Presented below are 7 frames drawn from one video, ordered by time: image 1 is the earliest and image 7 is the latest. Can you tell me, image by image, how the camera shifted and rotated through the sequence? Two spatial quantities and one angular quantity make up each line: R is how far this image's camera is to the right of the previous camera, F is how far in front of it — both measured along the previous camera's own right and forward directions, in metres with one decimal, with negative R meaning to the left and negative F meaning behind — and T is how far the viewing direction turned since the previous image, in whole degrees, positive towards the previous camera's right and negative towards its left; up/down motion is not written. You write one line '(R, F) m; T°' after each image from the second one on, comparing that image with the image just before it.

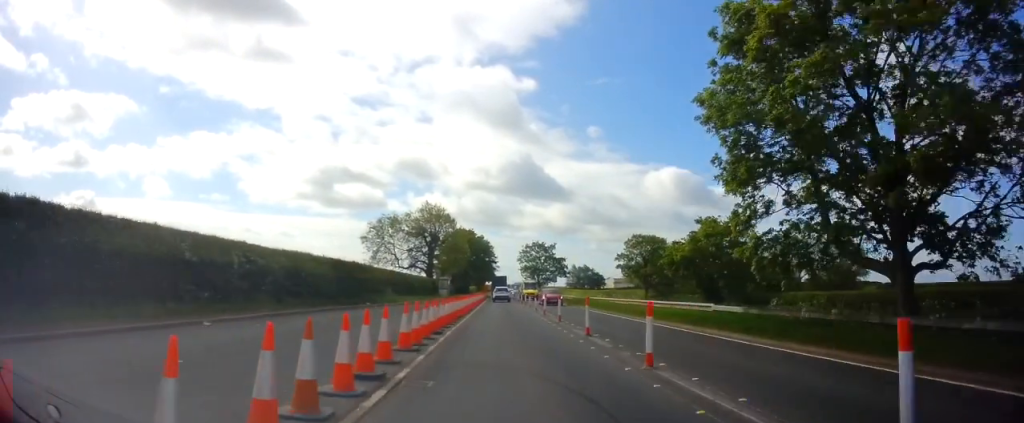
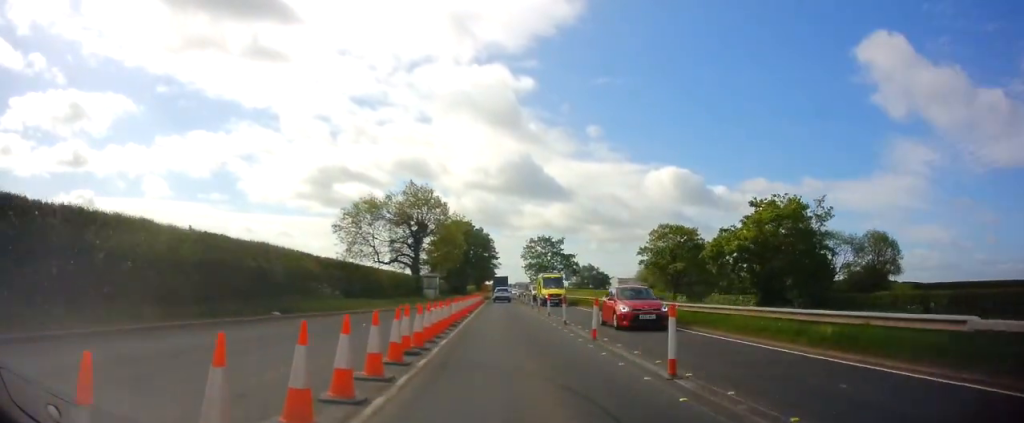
(0.0, +13.8) m; 0°
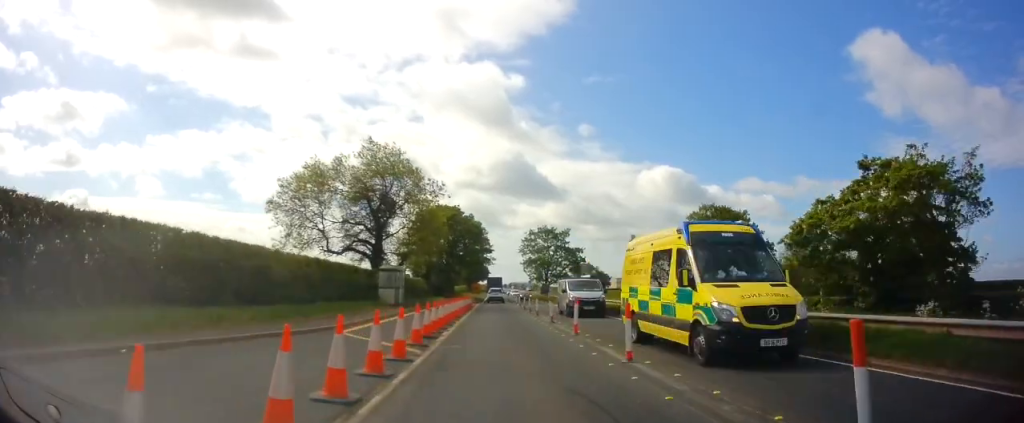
(+0.2, +17.3) m; +1°
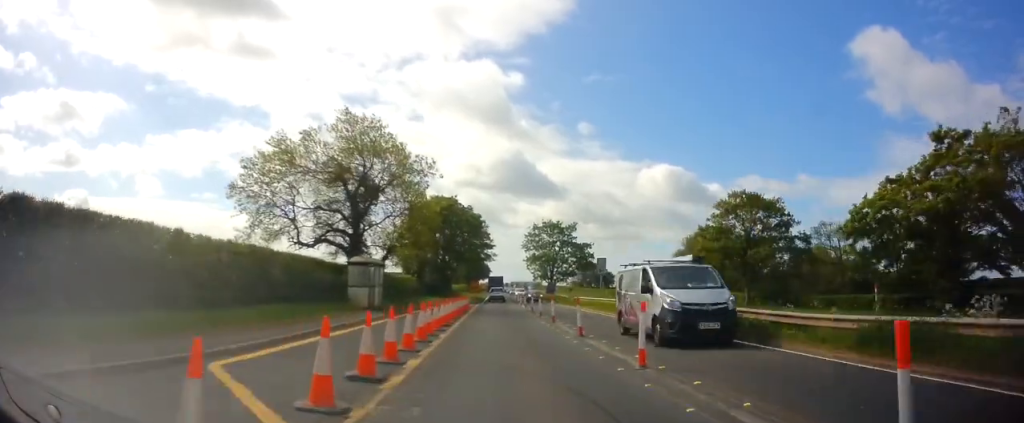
(+0.1, +7.3) m; 0°
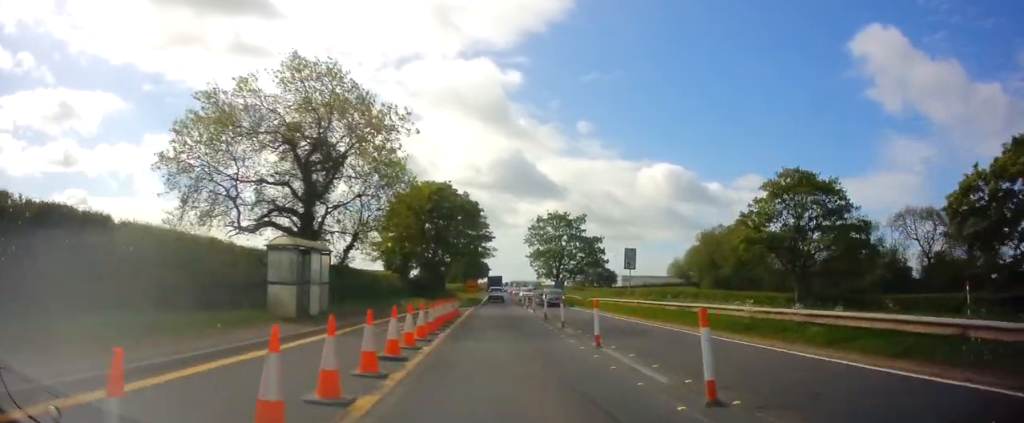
(-0.2, +9.6) m; 0°
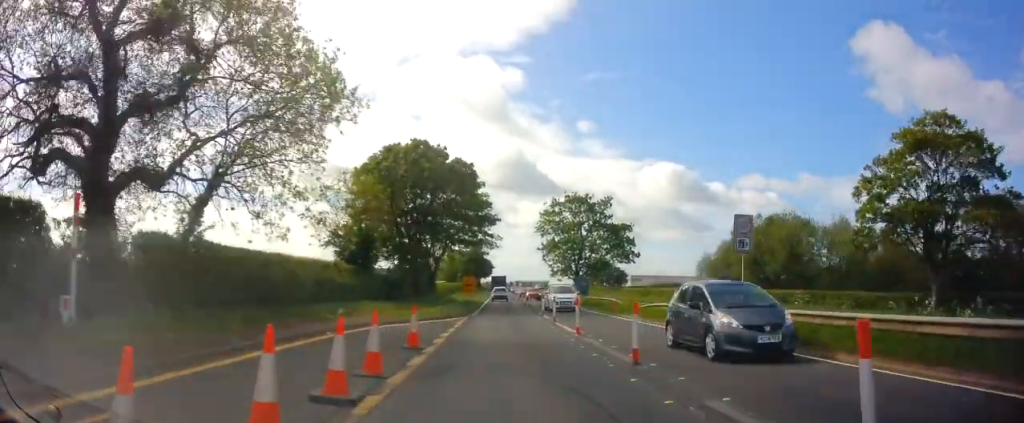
(+0.2, +16.0) m; 0°
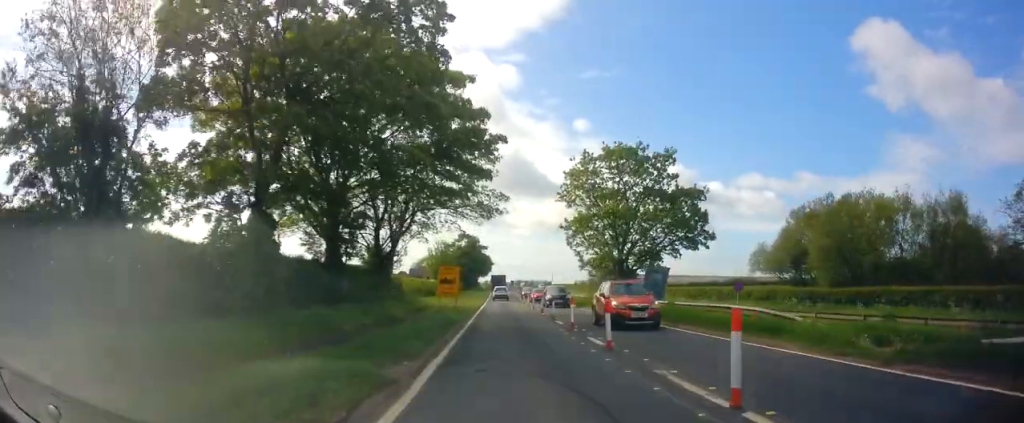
(-0.5, +23.4) m; -1°
